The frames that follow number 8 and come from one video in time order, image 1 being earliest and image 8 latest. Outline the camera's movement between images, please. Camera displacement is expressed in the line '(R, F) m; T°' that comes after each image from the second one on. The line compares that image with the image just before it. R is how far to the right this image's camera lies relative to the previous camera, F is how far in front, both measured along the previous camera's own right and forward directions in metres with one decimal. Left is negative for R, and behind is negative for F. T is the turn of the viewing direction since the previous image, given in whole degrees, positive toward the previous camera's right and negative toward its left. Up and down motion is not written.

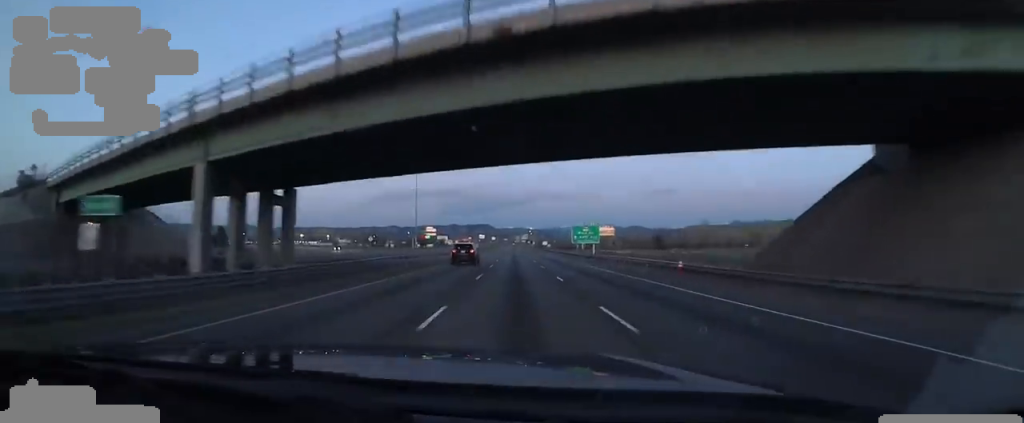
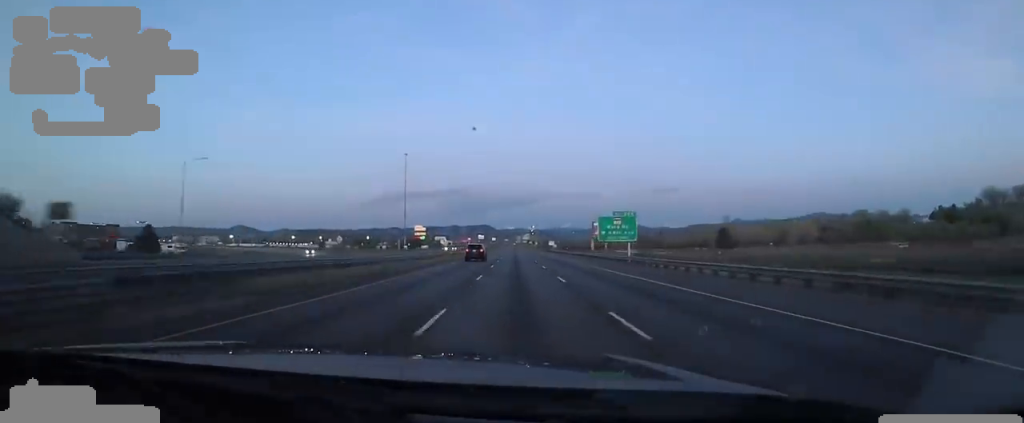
(+0.5, +24.7) m; 0°
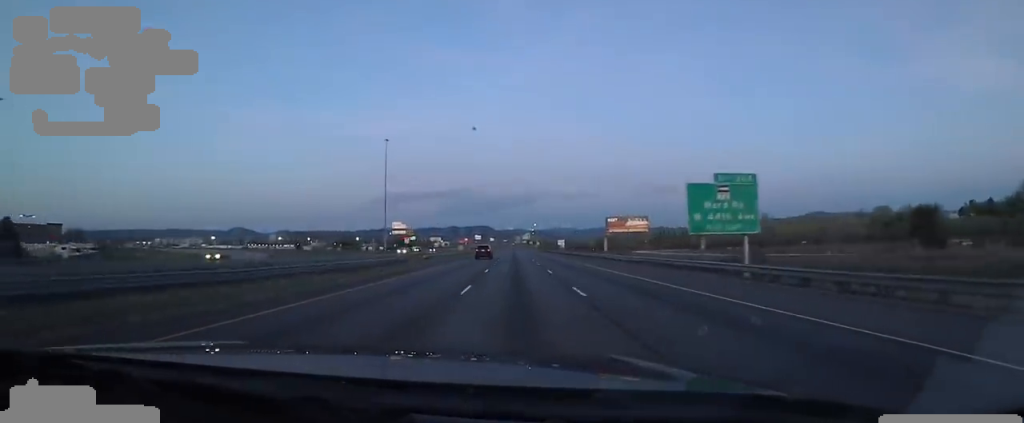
(-0.2, +30.1) m; -1°
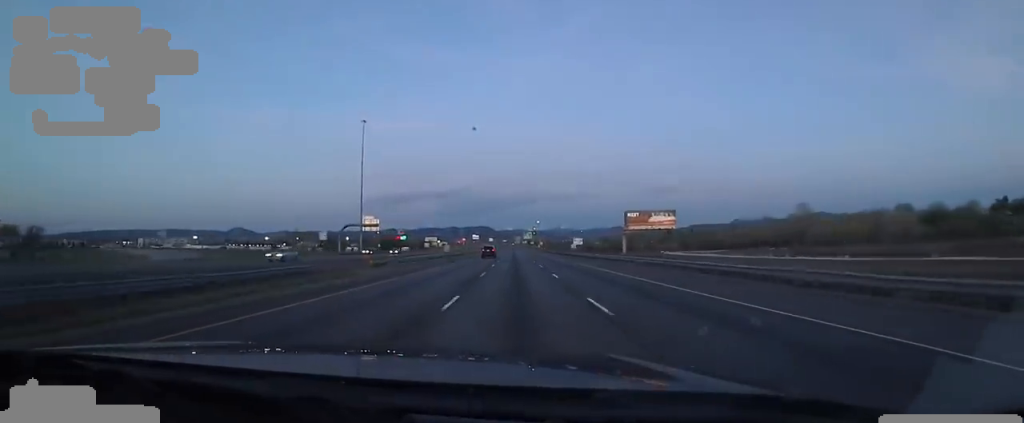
(-0.4, +29.1) m; +1°
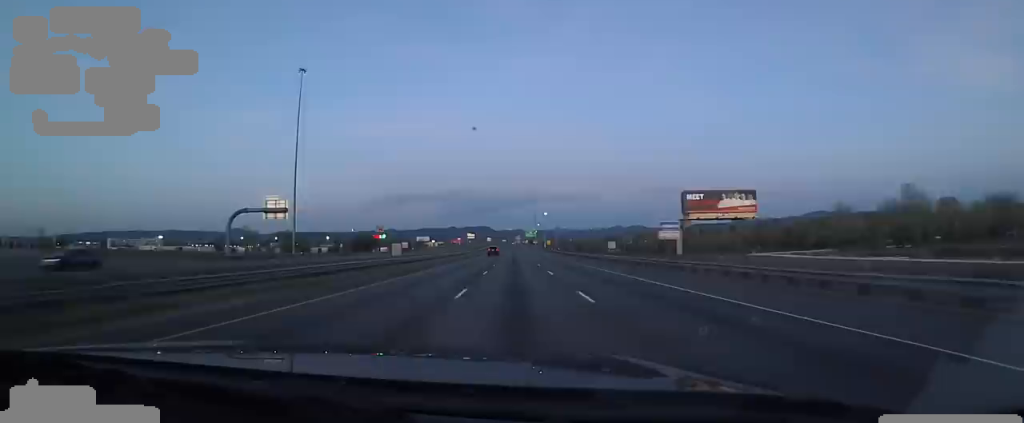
(+1.5, +45.8) m; +1°
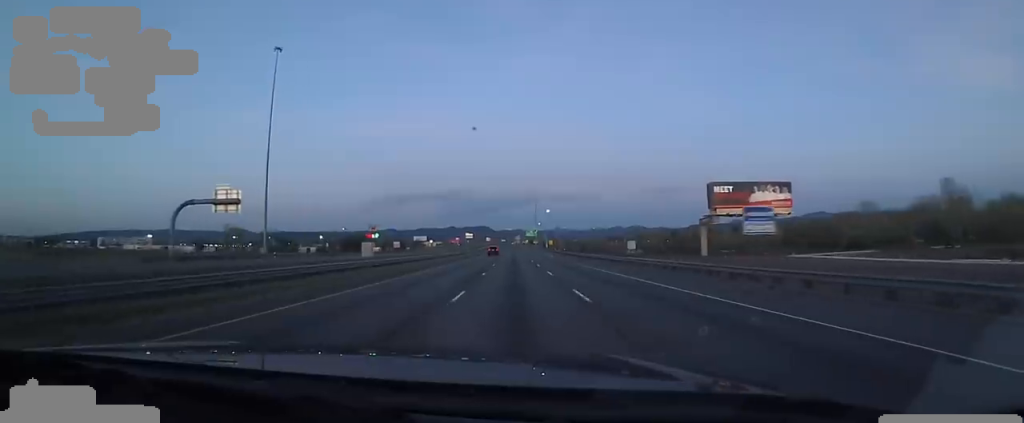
(-0.3, +12.1) m; 0°
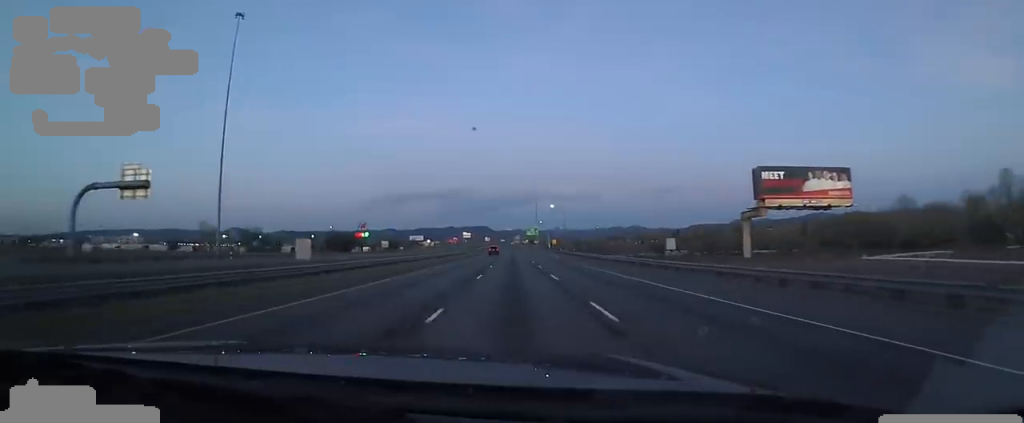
(-0.5, +15.1) m; 0°
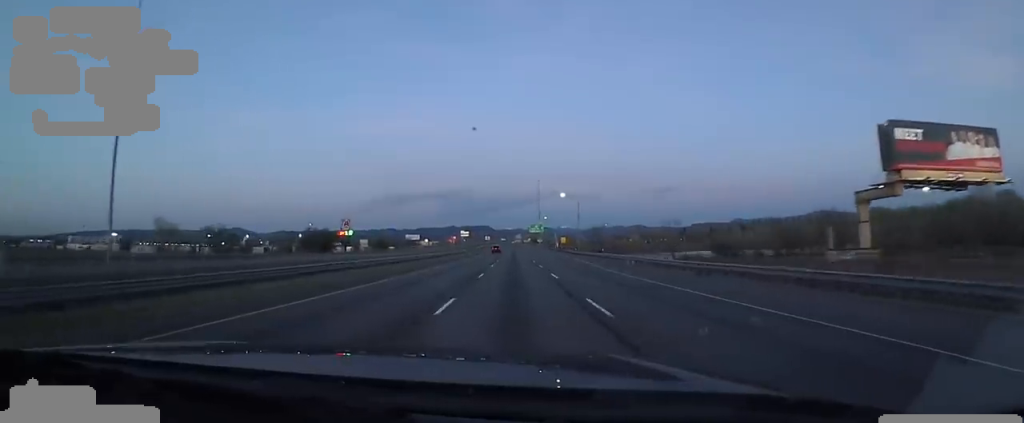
(+0.5, +23.8) m; +1°
